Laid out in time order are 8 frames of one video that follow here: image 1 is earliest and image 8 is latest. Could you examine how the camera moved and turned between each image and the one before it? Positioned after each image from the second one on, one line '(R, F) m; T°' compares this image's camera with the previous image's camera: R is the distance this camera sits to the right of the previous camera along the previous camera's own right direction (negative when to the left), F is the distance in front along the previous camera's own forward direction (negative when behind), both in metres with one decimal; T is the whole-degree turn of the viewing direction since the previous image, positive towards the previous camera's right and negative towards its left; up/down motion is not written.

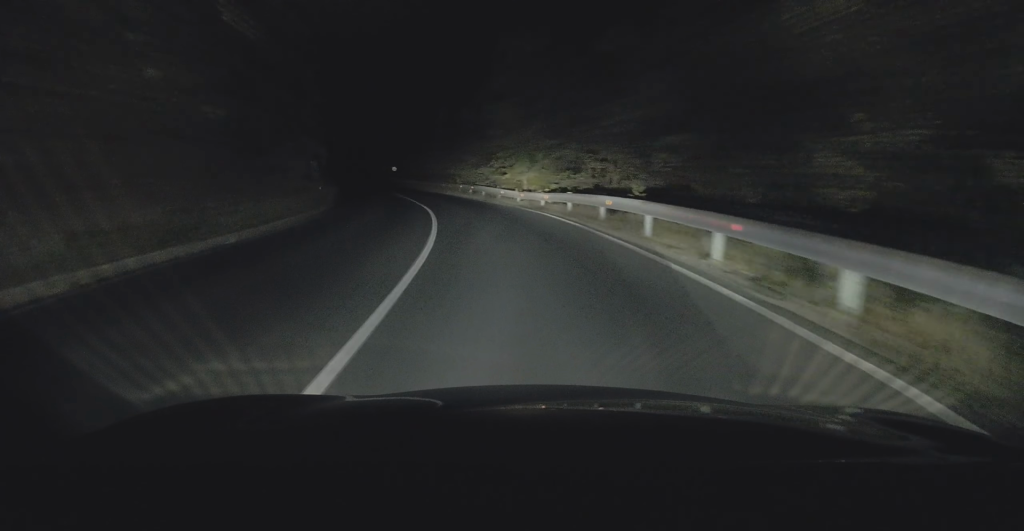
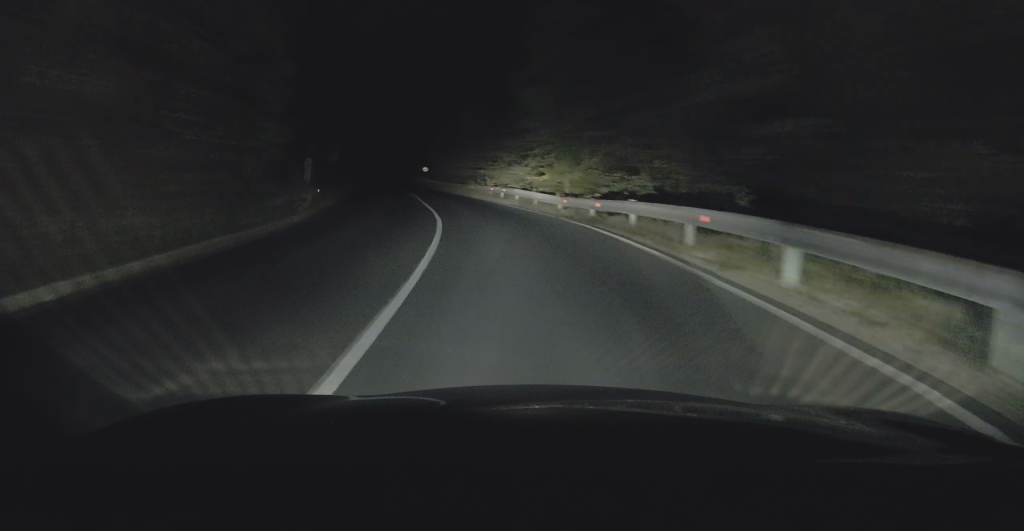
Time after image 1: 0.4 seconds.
(-0.4, +6.1) m; -2°
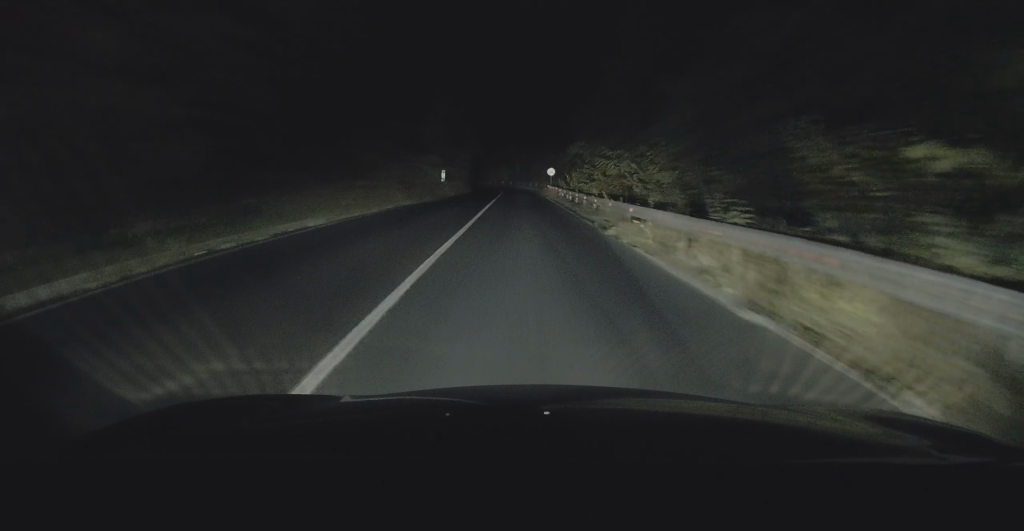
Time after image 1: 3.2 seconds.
(-5.1, +39.4) m; -14°
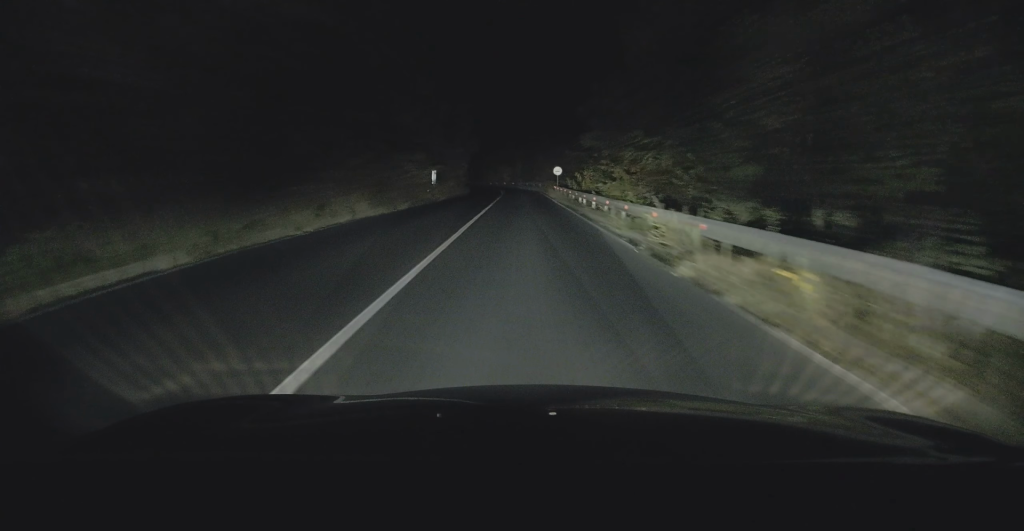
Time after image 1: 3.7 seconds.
(-0.2, +7.4) m; 0°
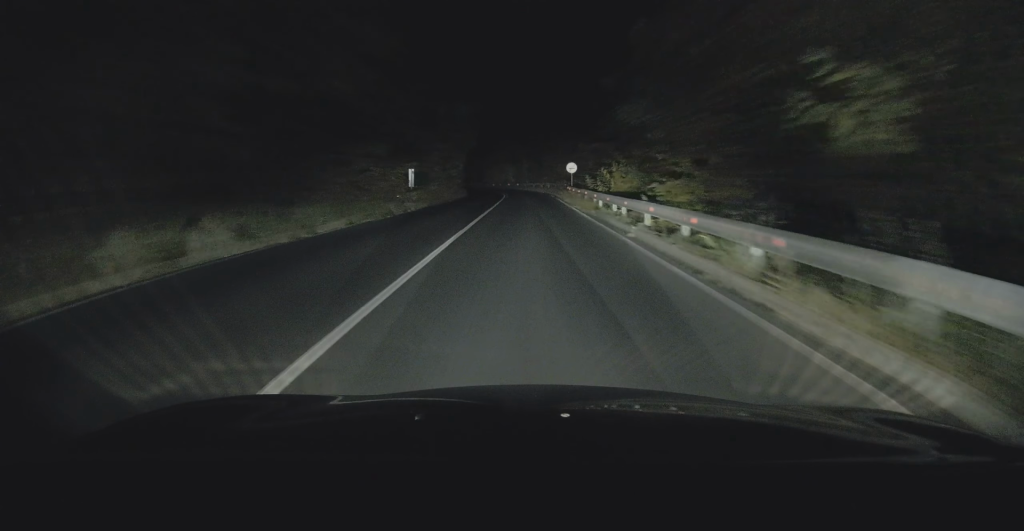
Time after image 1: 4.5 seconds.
(0.0, +11.4) m; +1°
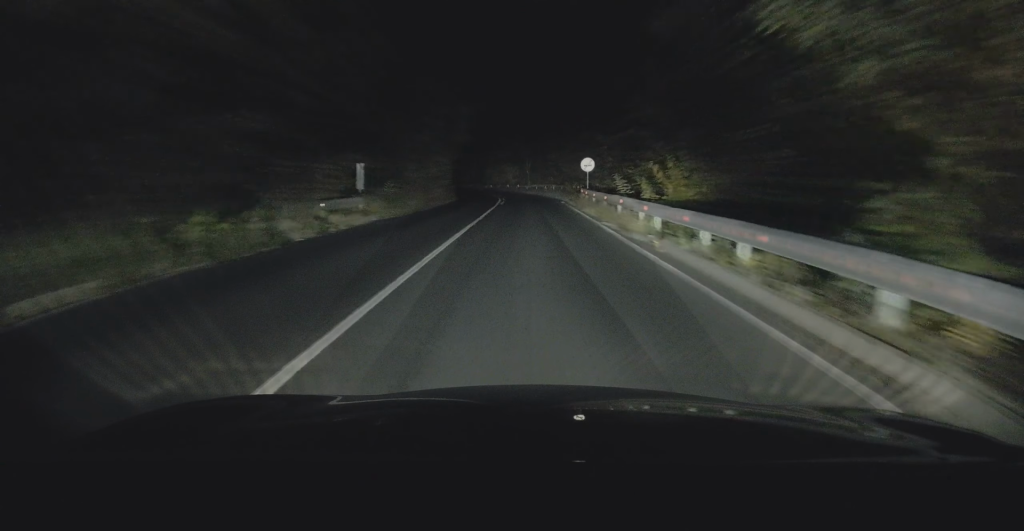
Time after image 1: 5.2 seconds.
(+0.2, +11.5) m; 0°
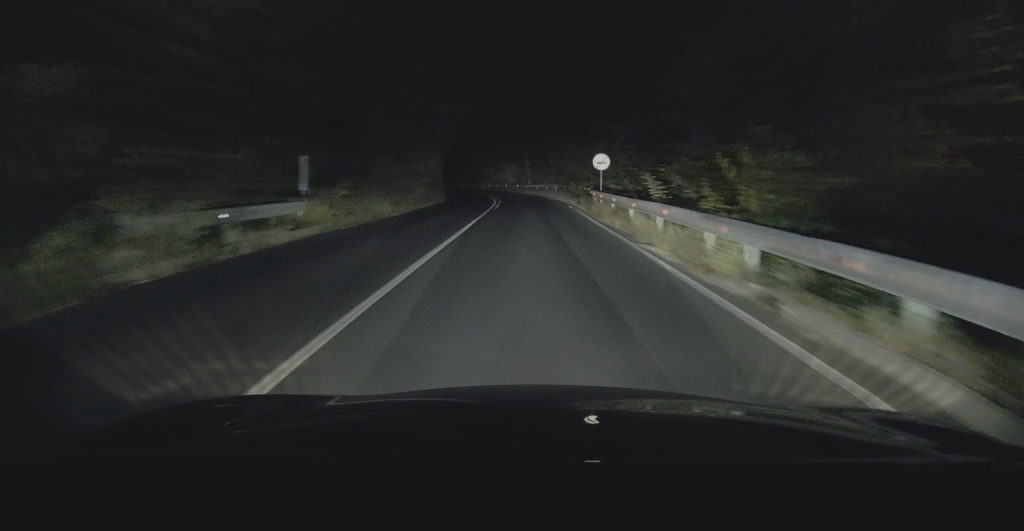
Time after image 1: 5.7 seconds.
(0.0, +6.5) m; -1°
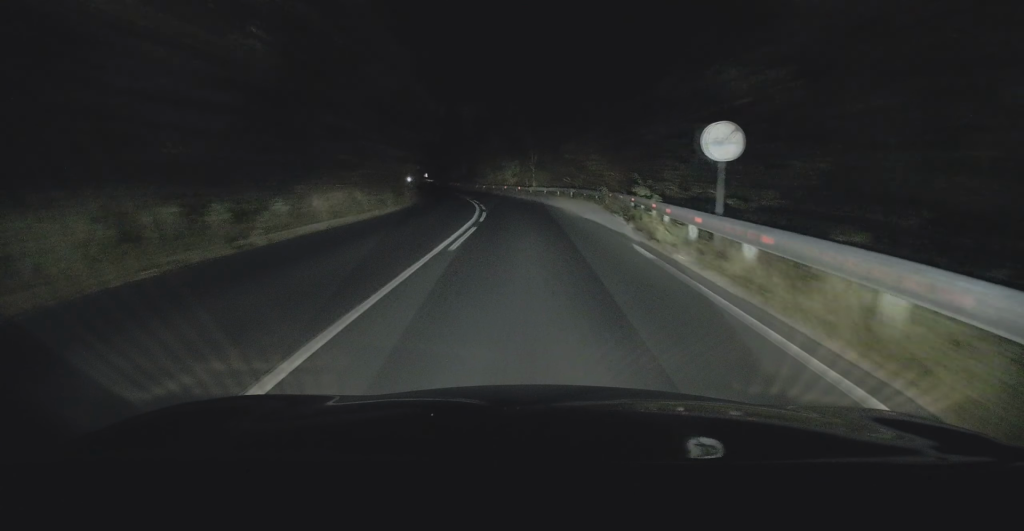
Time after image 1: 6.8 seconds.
(-0.4, +17.5) m; -1°
